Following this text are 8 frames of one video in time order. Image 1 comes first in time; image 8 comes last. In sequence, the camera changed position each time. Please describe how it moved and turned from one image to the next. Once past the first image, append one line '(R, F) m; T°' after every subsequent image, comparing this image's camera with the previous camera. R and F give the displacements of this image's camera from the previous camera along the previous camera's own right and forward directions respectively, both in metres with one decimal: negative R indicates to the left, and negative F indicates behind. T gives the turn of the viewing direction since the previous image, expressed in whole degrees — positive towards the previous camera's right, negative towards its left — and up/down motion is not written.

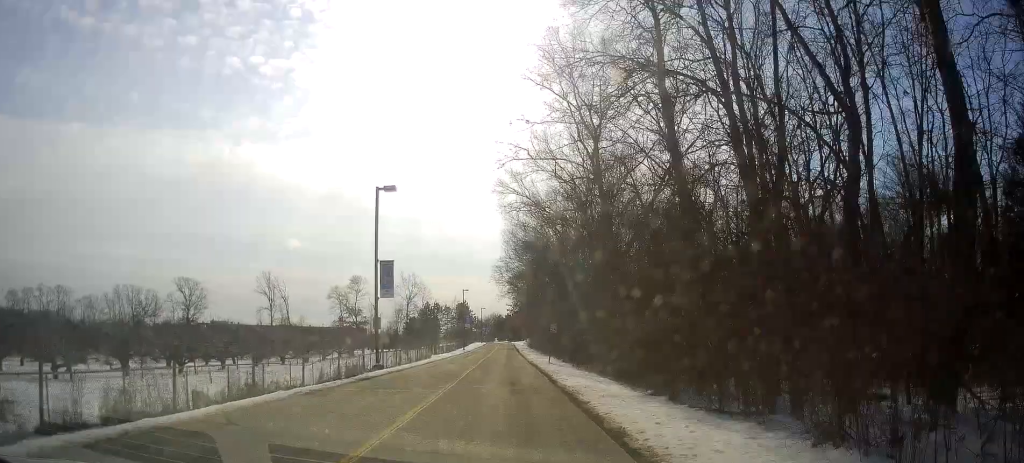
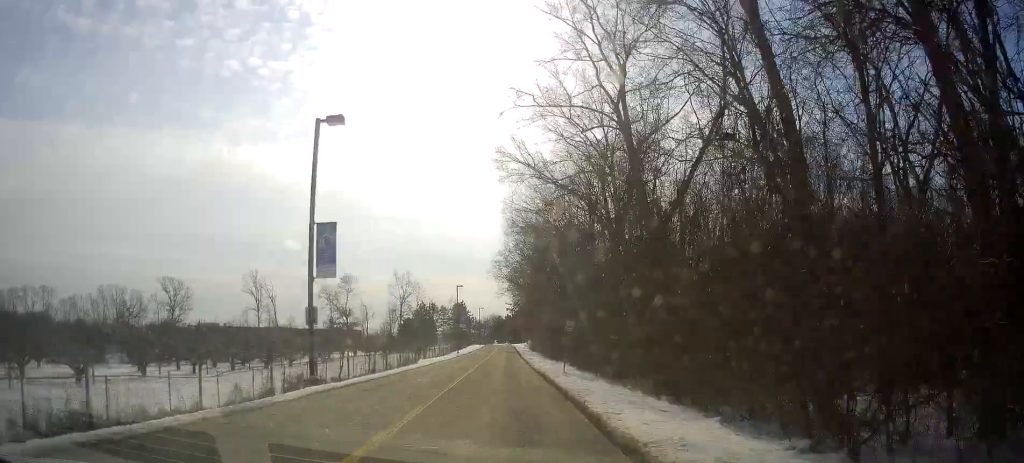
(-0.3, +10.4) m; +1°
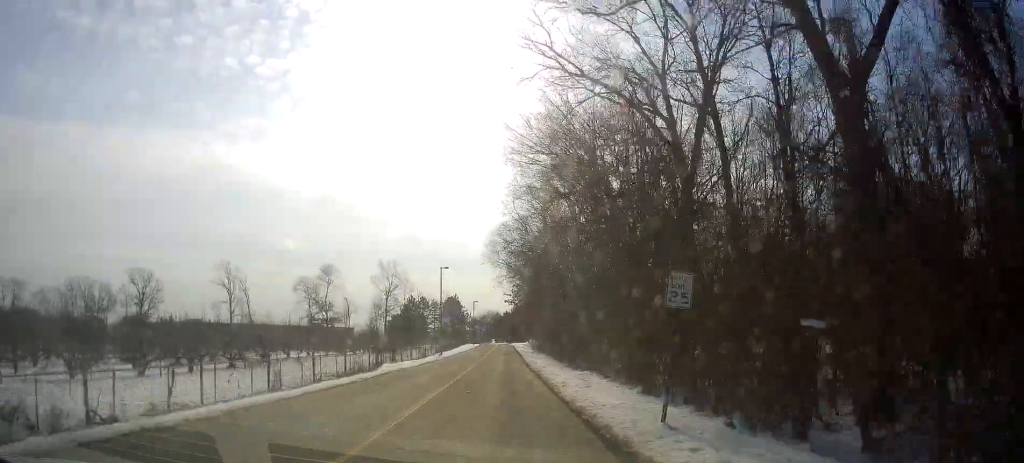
(+0.6, +18.5) m; +1°
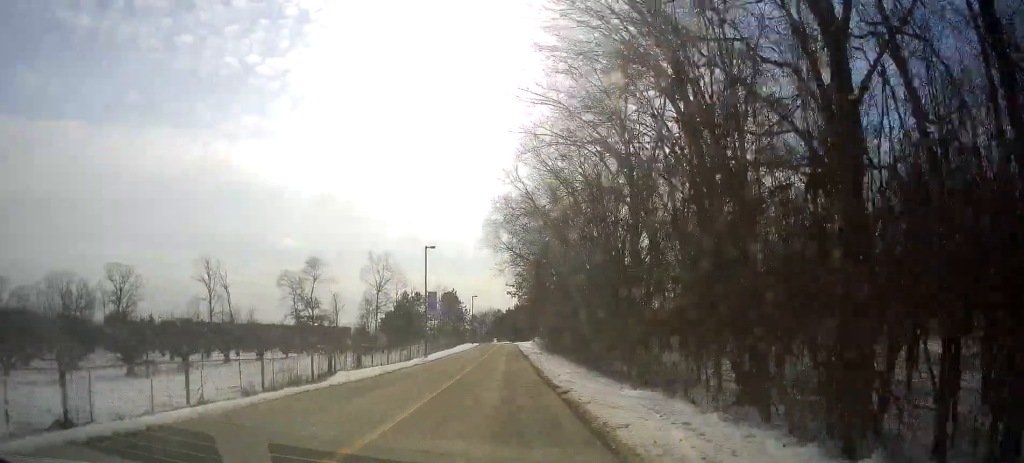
(-0.6, +13.4) m; 0°
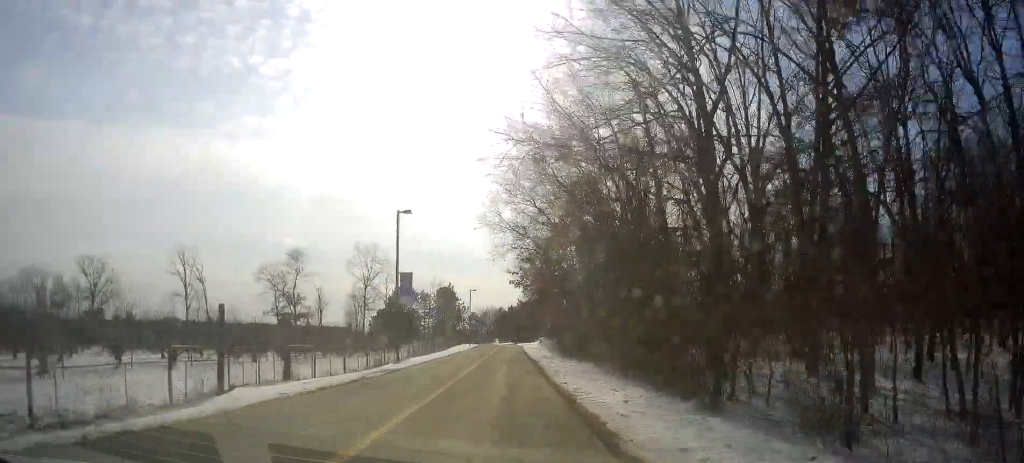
(+0.5, +14.1) m; +1°
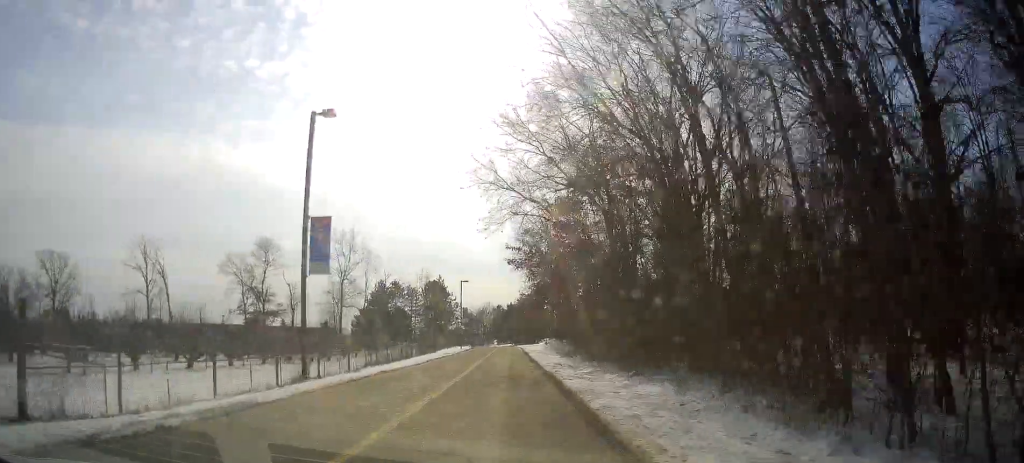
(-0.2, +17.0) m; 0°
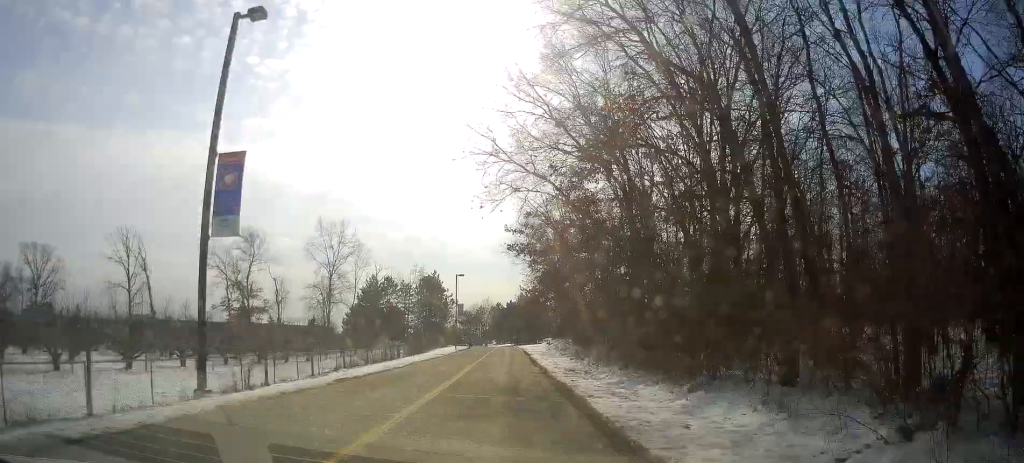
(+0.2, +7.3) m; -1°
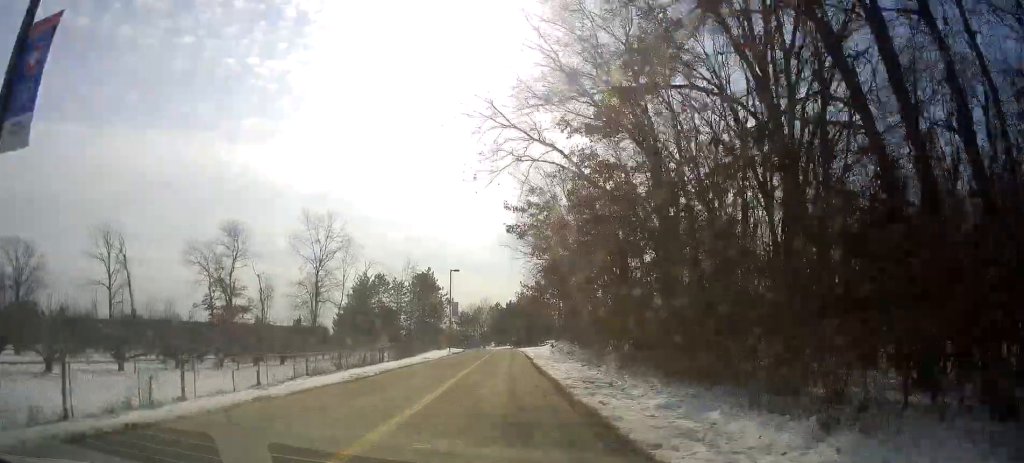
(+0.3, +7.3) m; -1°
